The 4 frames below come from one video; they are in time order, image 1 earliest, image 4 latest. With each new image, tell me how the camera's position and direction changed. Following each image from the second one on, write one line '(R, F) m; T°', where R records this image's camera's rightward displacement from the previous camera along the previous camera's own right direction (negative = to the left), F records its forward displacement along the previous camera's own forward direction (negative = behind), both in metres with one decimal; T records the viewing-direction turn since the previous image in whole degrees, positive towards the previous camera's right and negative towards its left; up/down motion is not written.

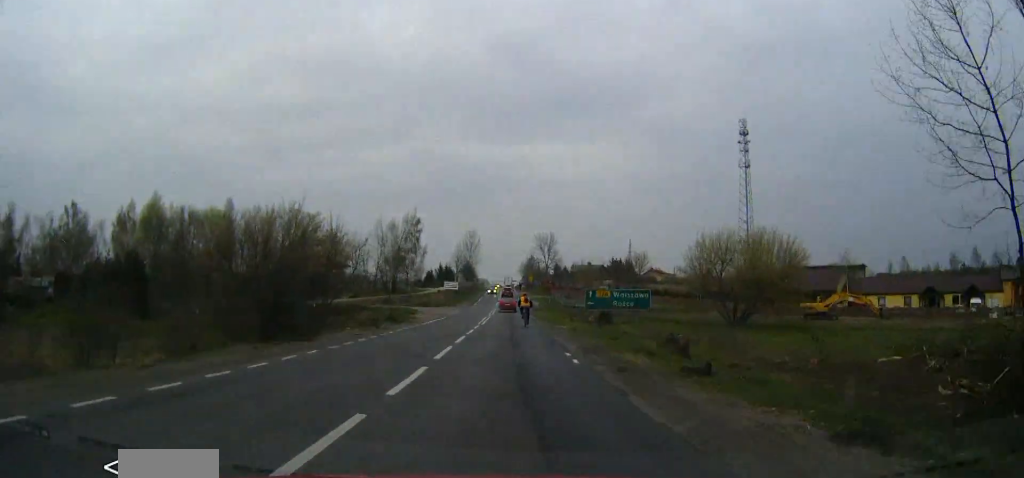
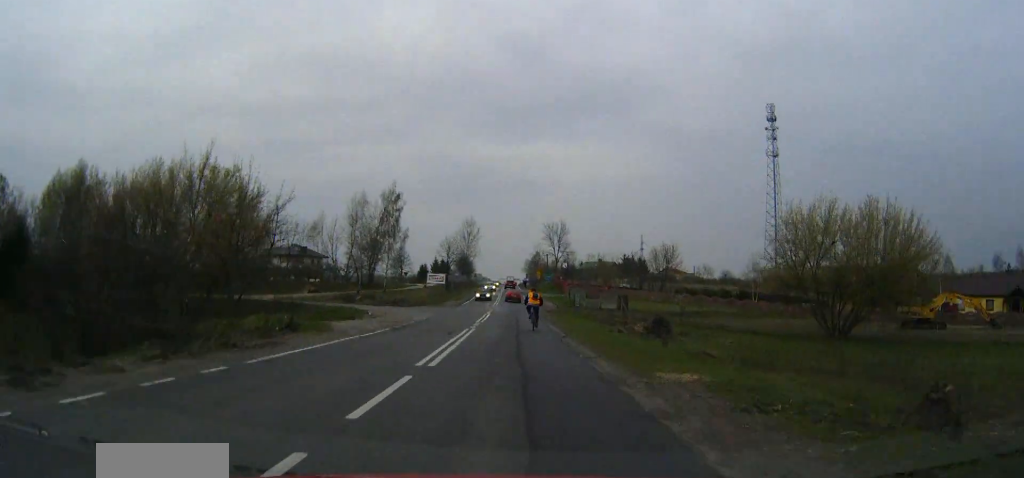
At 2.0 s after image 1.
(0.0, +26.1) m; 0°
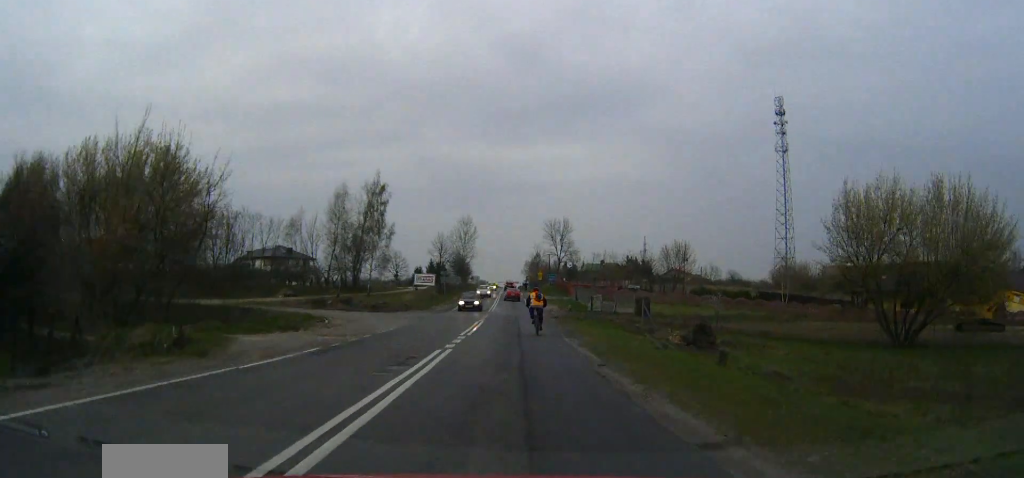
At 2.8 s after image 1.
(0.0, +10.6) m; 0°
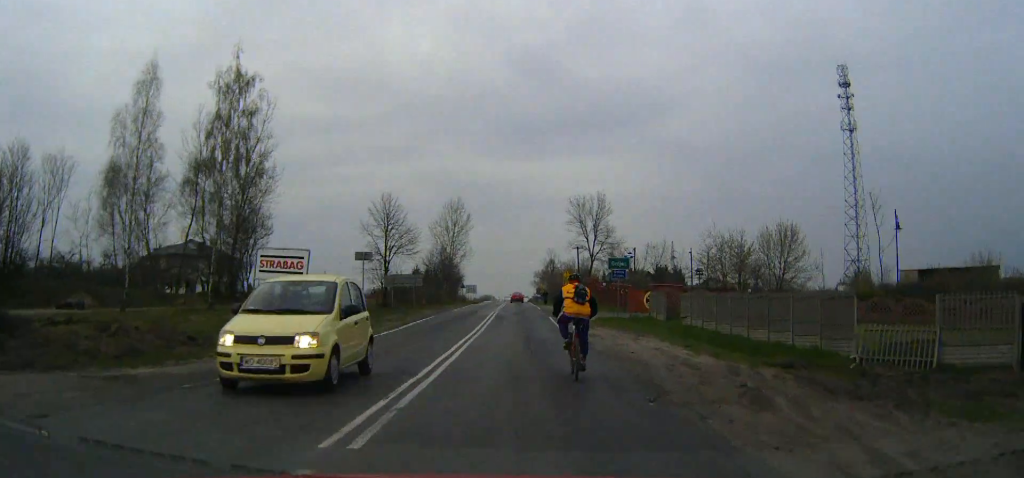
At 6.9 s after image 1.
(-0.1, +48.1) m; -1°
